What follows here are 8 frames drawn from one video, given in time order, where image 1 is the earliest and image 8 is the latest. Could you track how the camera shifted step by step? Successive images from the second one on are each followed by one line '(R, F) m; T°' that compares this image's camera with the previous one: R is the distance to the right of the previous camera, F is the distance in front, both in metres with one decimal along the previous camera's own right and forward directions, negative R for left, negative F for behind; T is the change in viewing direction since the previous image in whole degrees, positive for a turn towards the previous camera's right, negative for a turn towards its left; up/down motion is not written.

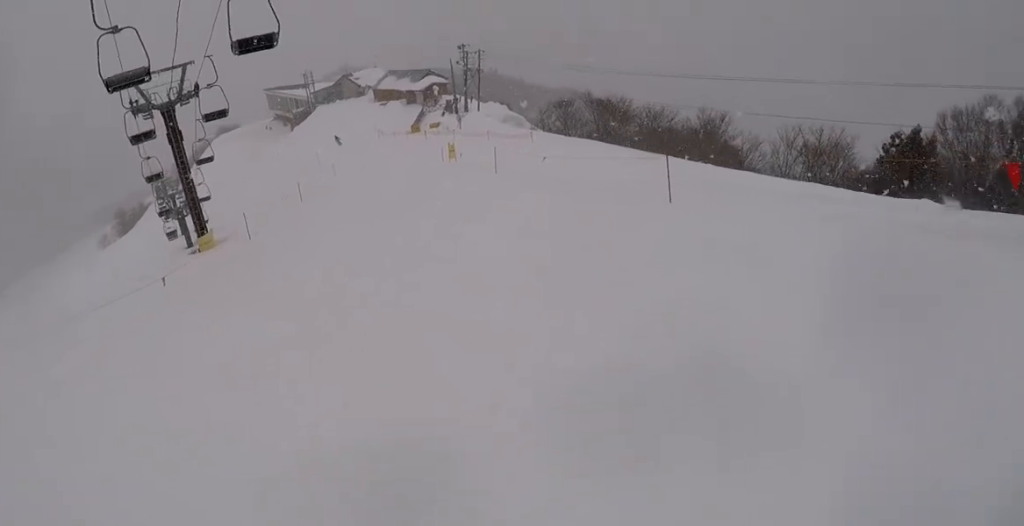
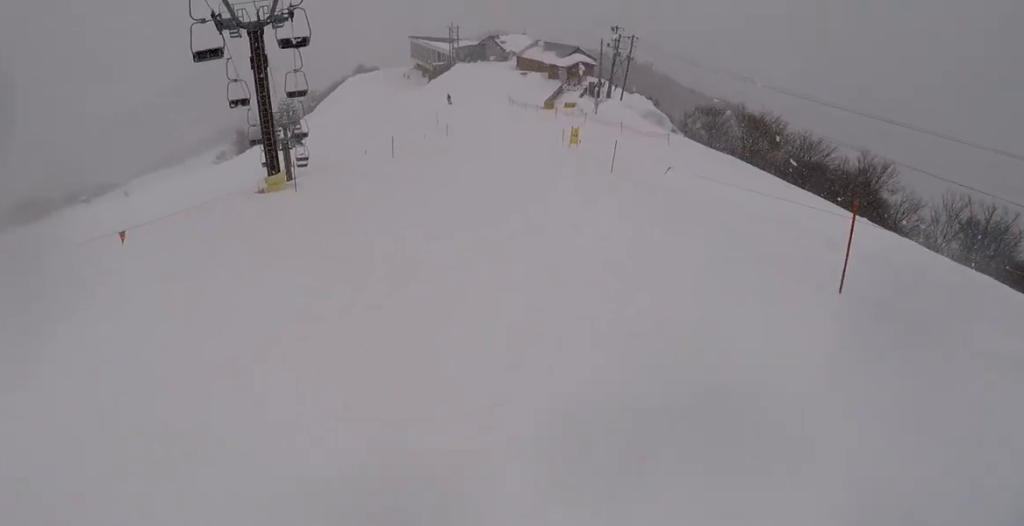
(-0.1, +4.6) m; -10°
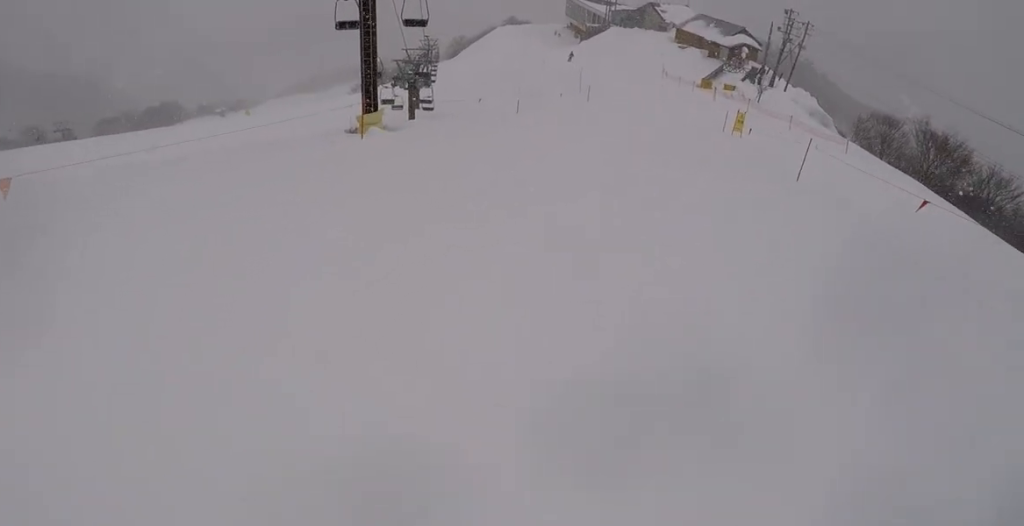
(-1.1, +5.5) m; -12°
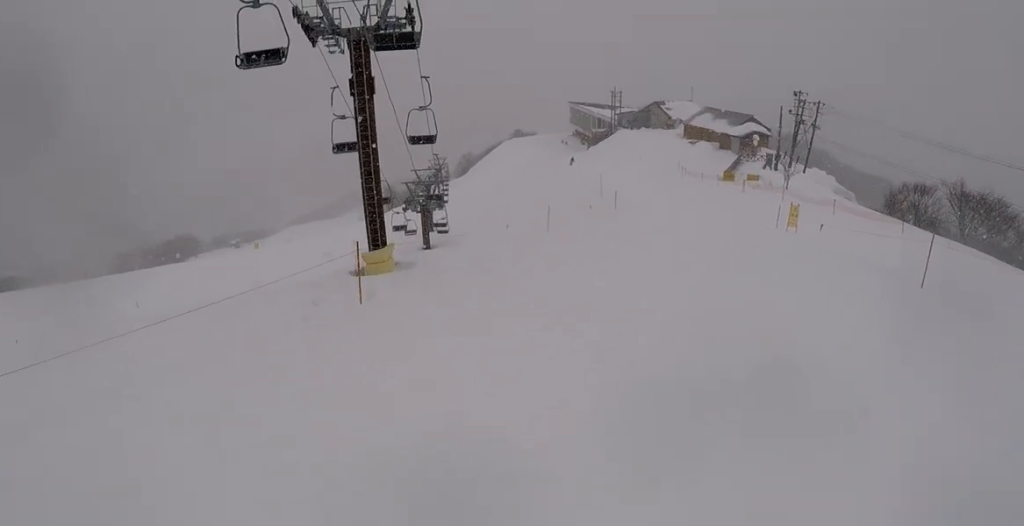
(-0.3, +4.4) m; +6°
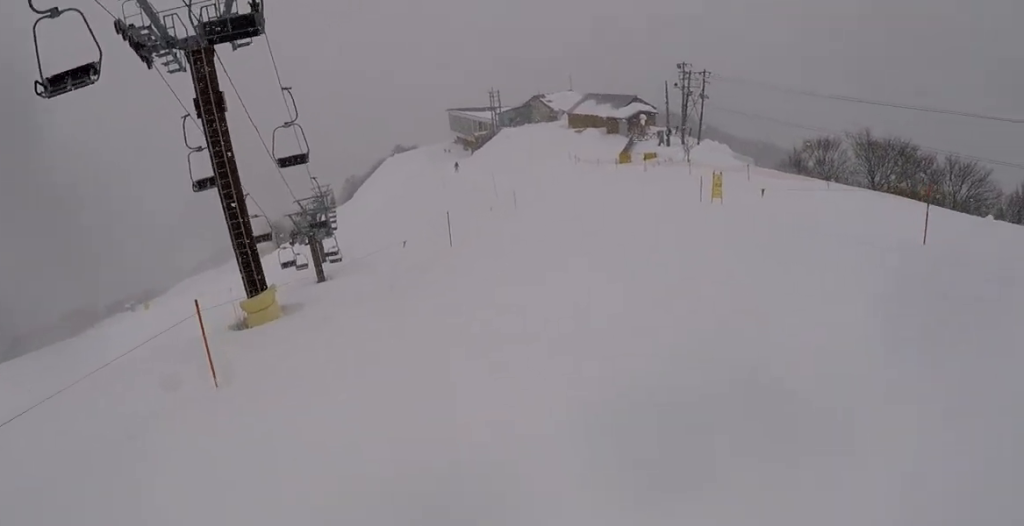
(+0.2, +2.8) m; +4°
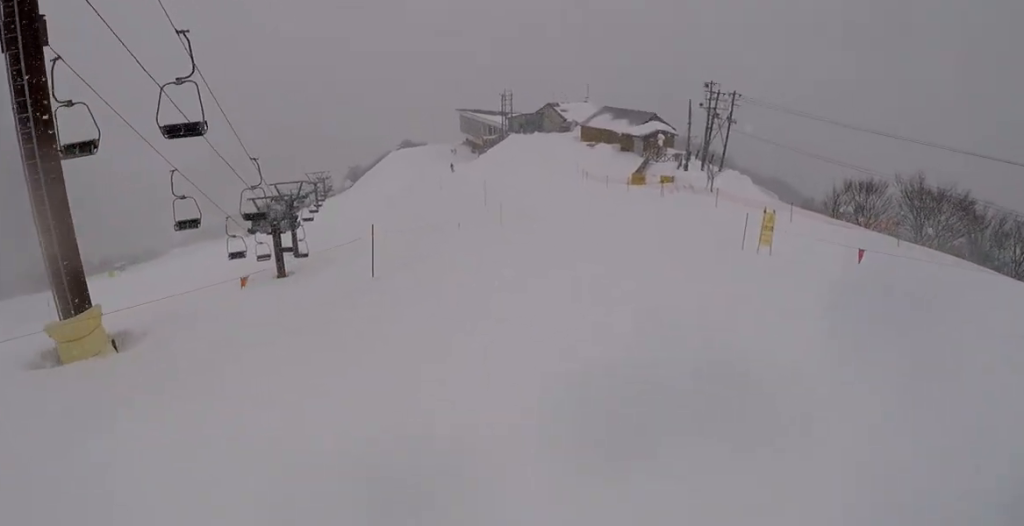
(+1.0, +7.1) m; +7°
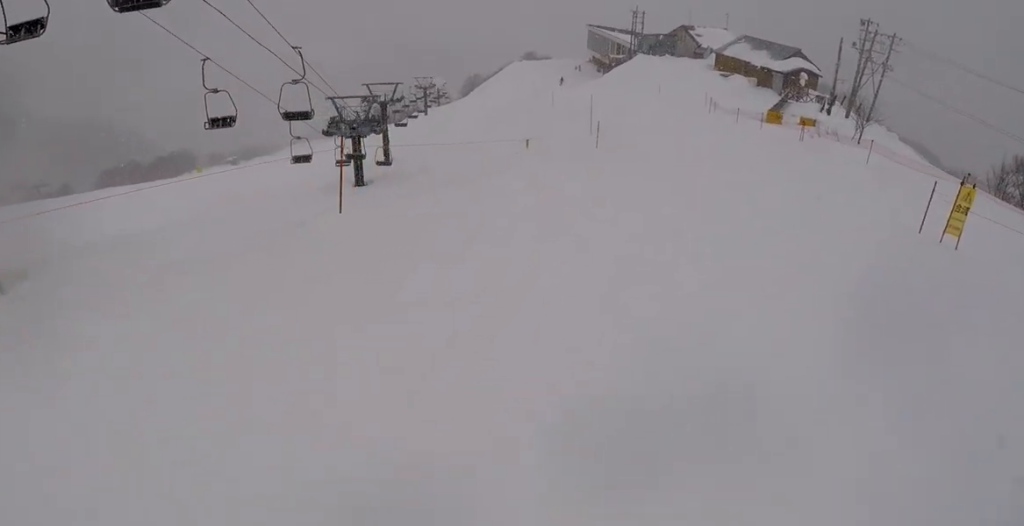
(0.0, +5.3) m; -3°
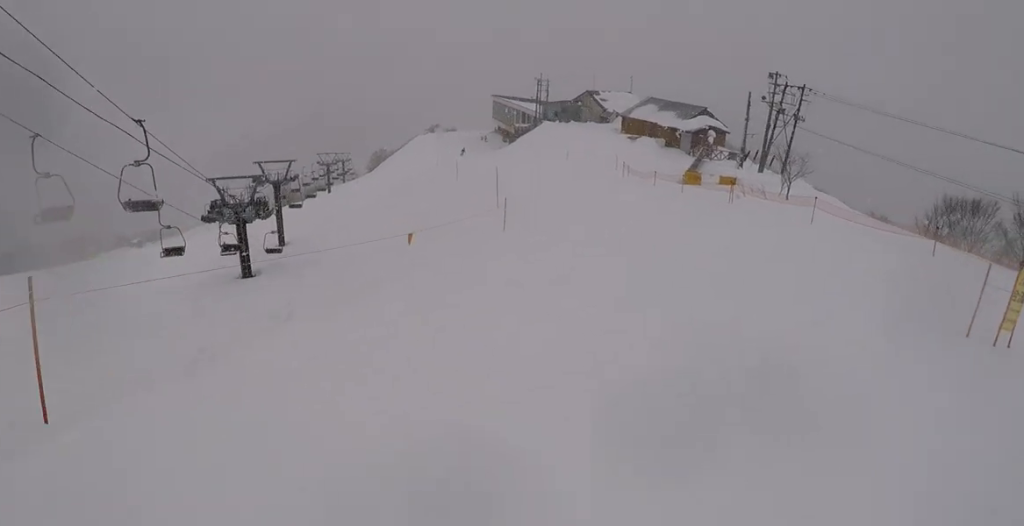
(-0.2, +4.8) m; 0°
